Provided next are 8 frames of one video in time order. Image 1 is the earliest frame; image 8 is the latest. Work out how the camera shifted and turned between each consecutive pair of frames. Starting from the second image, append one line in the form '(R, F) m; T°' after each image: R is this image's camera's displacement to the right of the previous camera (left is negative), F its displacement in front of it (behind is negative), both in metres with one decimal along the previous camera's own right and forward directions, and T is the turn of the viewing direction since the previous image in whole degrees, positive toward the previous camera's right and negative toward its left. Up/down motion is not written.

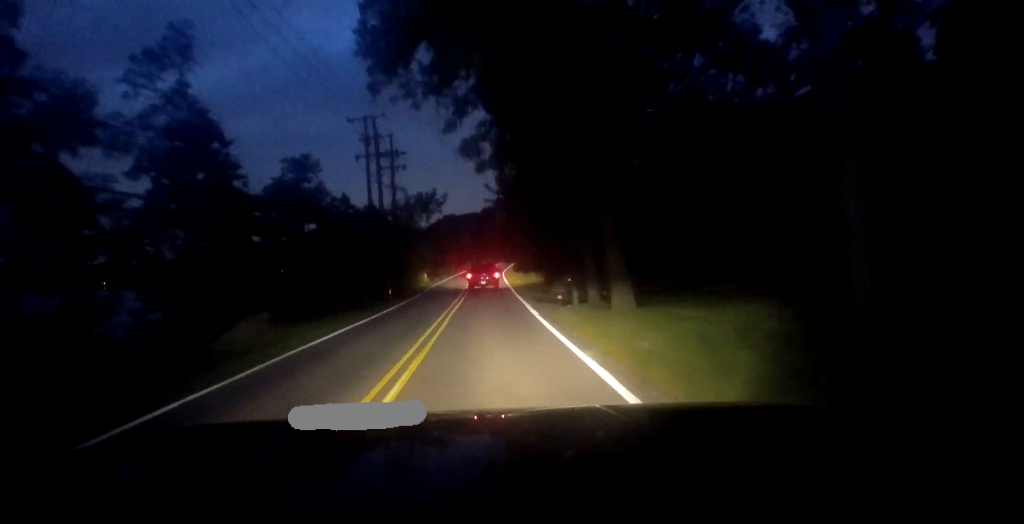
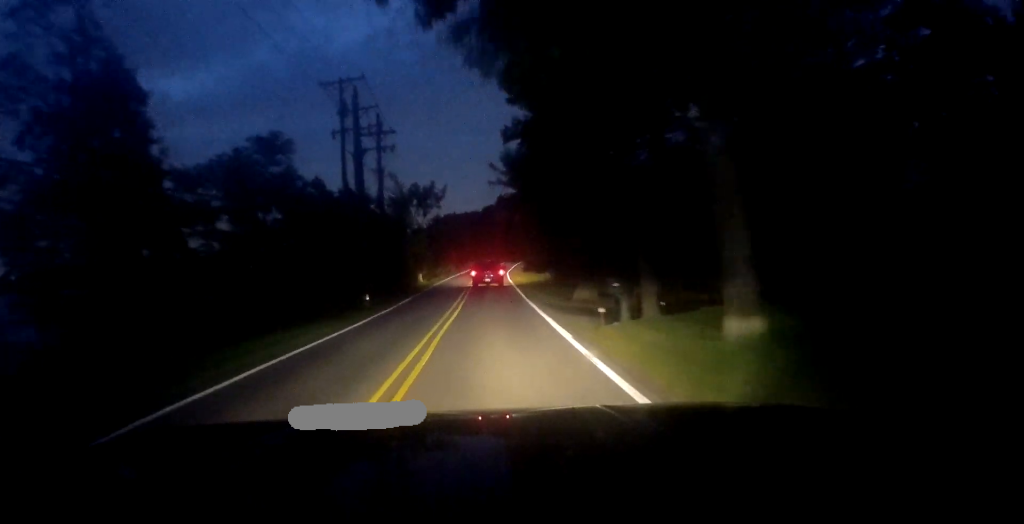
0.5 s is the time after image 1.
(0.0, +7.0) m; 0°
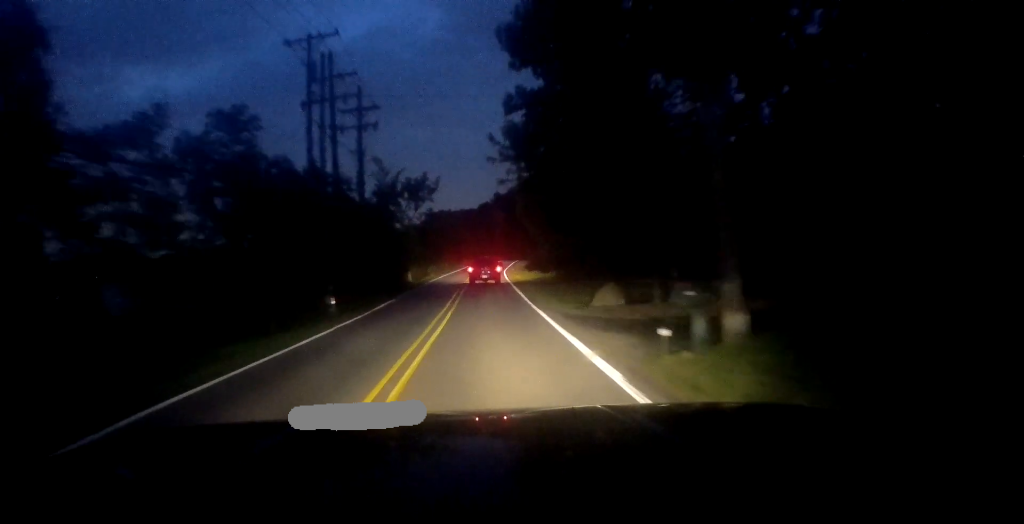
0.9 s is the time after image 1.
(+0.1, +5.3) m; 0°
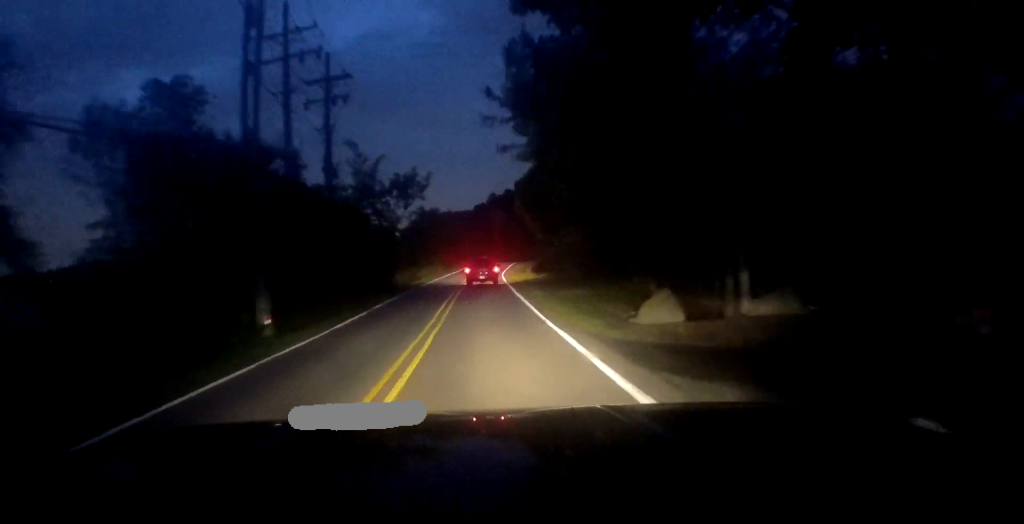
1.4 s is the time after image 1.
(+0.1, +6.3) m; 0°
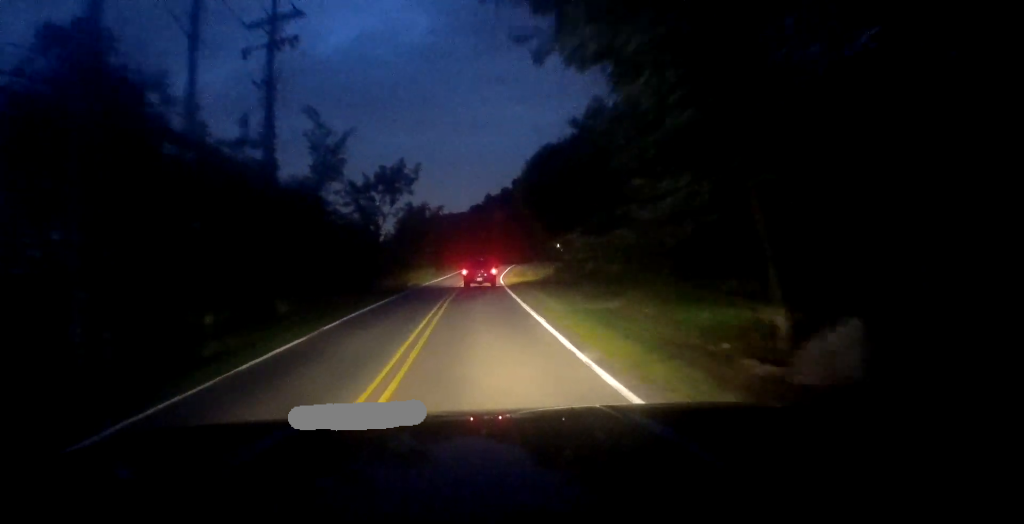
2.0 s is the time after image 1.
(-0.2, +8.2) m; -1°
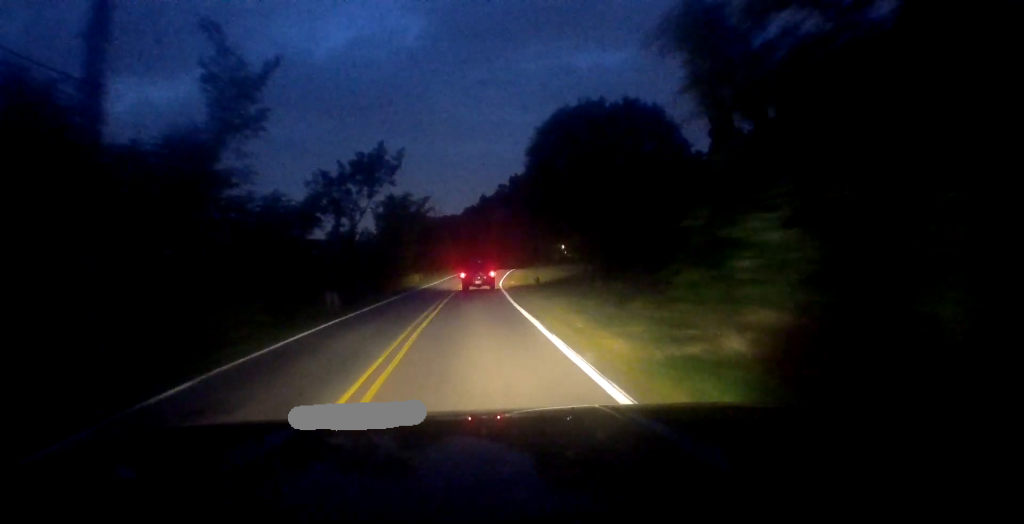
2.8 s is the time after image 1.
(-0.1, +10.2) m; 0°
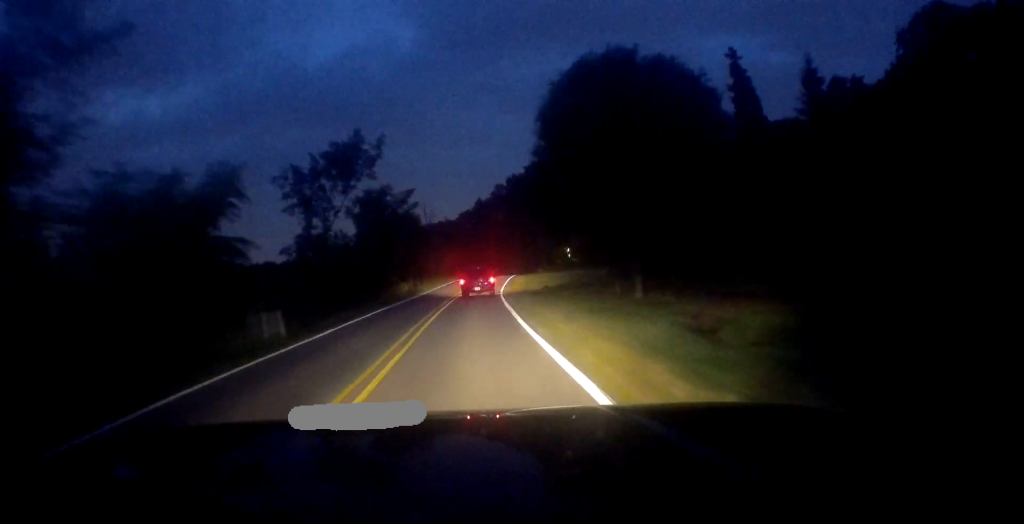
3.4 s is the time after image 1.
(0.0, +8.3) m; 0°
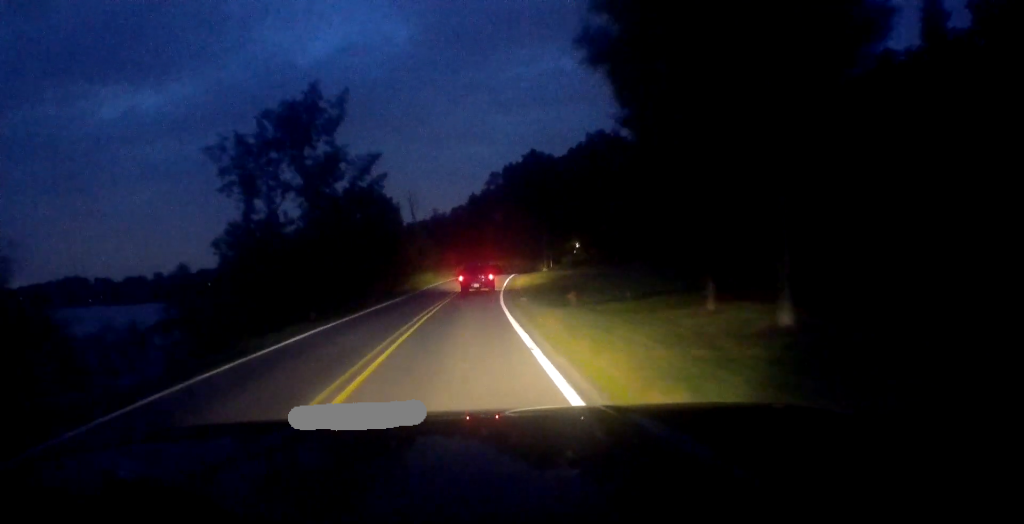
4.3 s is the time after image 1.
(0.0, +11.6) m; +3°
